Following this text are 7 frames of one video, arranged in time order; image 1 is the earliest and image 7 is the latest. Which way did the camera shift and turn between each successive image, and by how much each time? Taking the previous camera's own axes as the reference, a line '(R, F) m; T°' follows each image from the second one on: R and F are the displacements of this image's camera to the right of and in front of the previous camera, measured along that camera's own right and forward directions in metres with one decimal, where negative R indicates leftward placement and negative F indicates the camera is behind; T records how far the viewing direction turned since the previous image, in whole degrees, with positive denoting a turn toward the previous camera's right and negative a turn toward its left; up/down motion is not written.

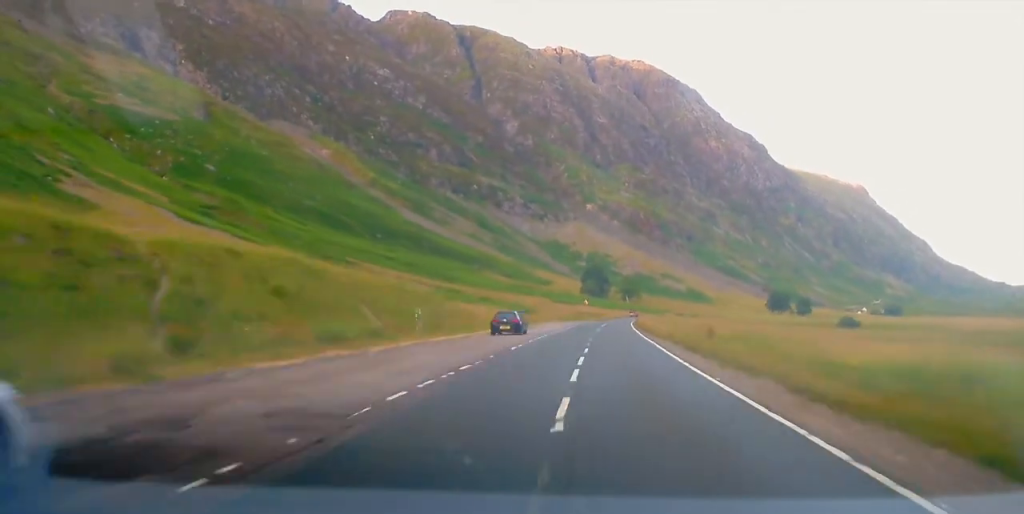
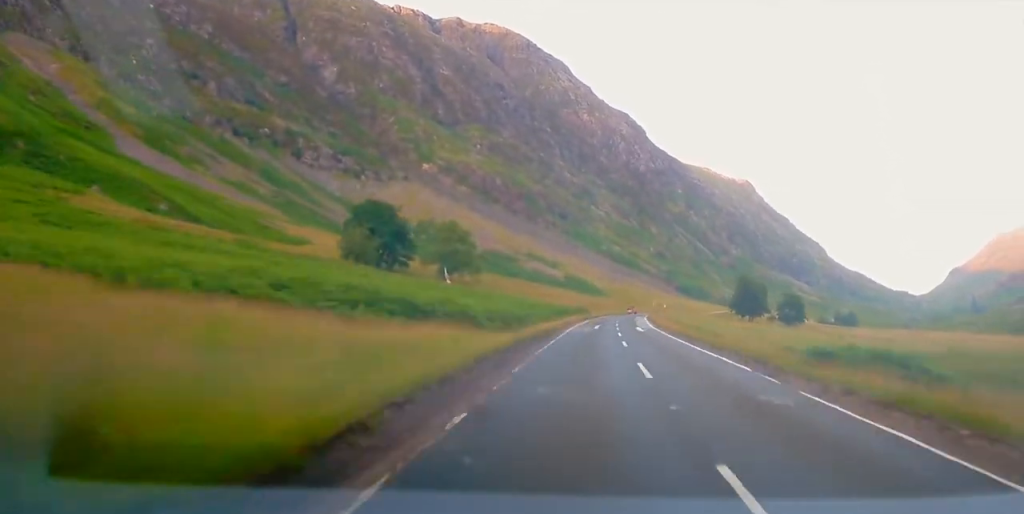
(+25.5, +289.5) m; +9°
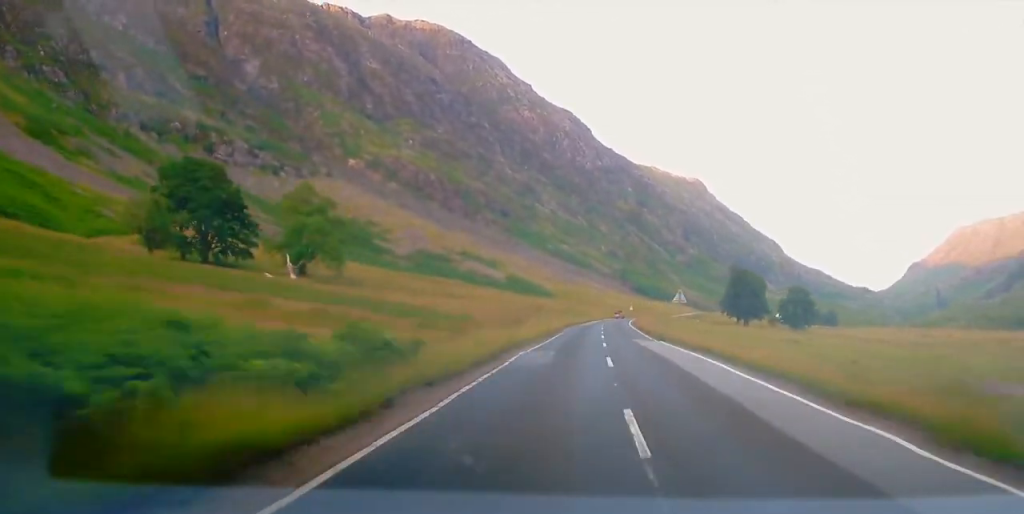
(+2.1, +84.2) m; +3°
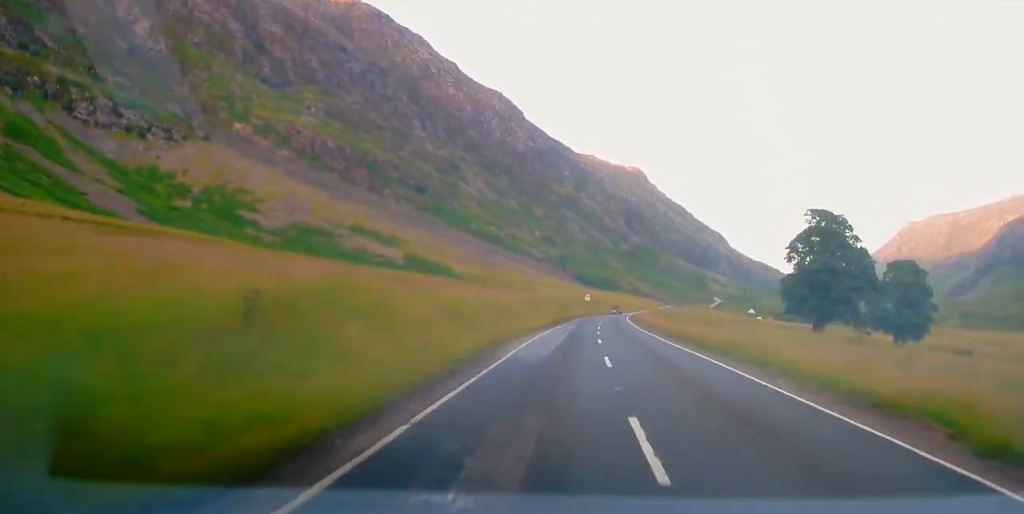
(+3.8, +134.1) m; +4°
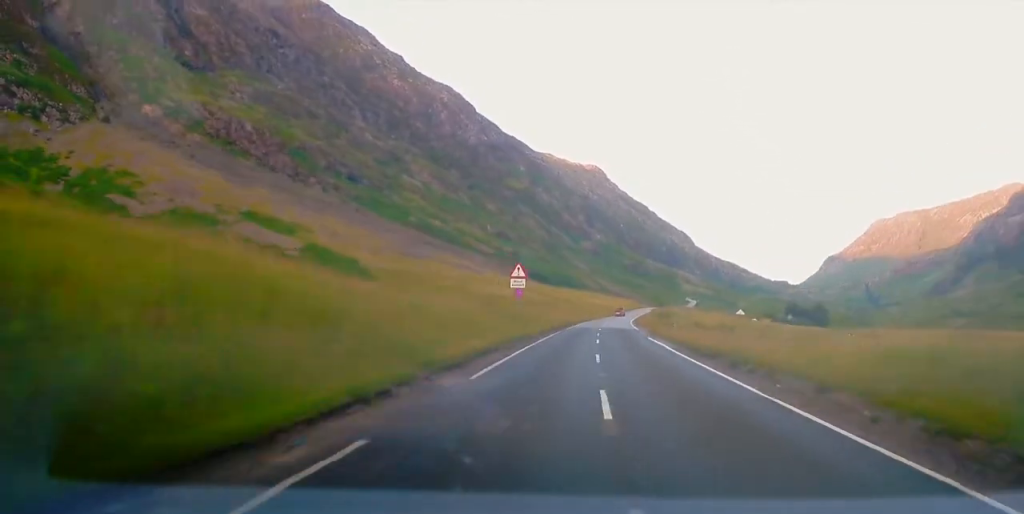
(+4.1, +94.5) m; +3°
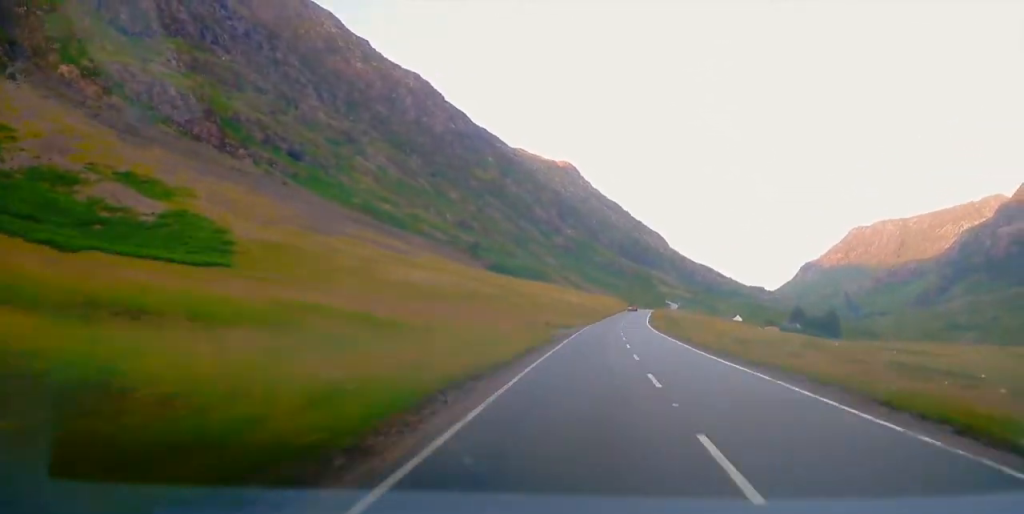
(+1.1, +82.9) m; +3°
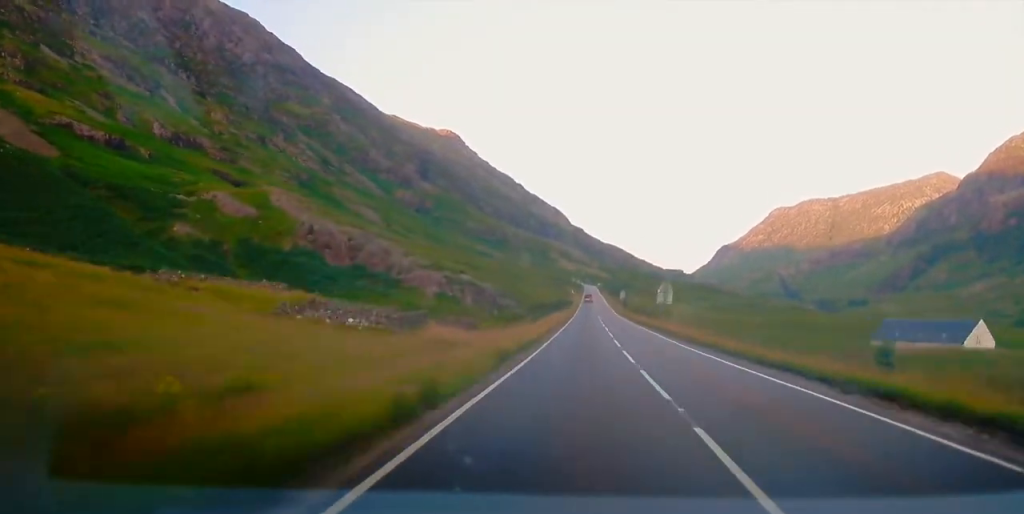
(+23.3, +363.1) m; +5°
